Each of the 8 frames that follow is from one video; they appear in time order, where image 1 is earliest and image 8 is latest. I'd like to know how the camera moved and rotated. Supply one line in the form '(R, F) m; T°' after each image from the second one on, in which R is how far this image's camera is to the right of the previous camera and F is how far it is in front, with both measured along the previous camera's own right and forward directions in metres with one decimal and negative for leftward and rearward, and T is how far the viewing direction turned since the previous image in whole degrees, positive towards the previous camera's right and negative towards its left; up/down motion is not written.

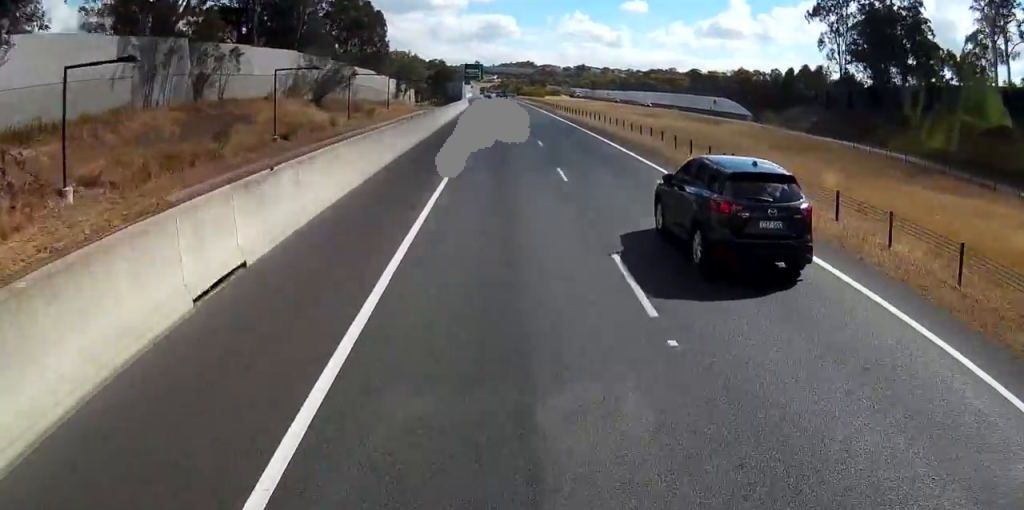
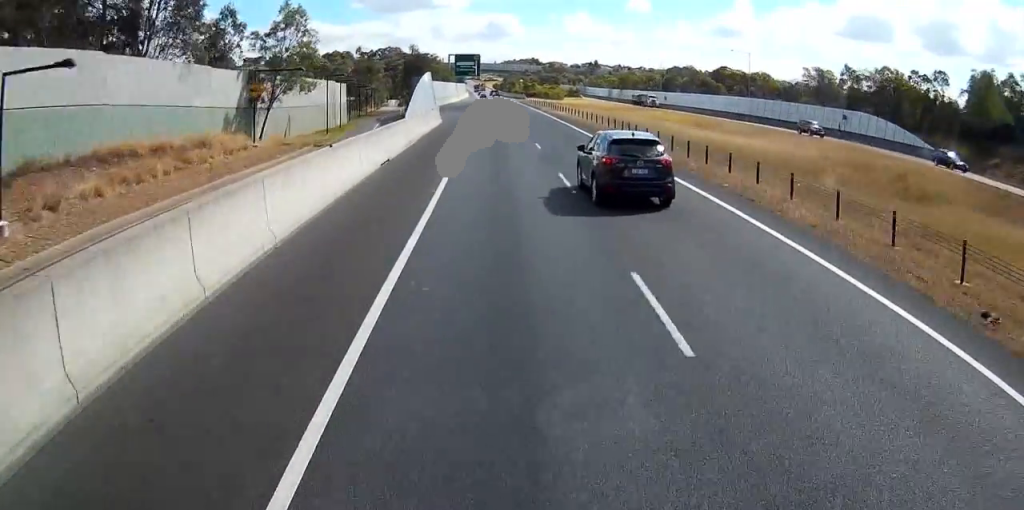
(0.0, +62.3) m; 0°
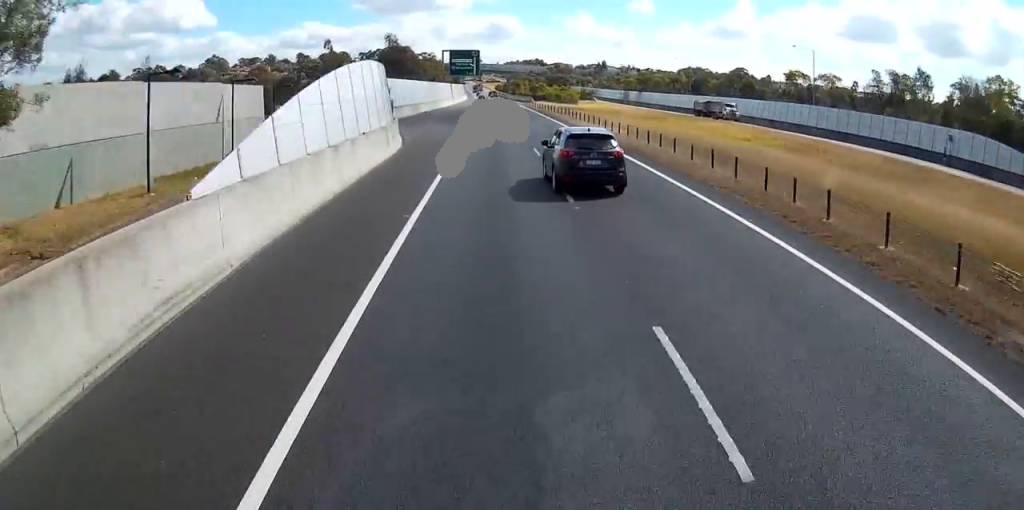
(0.0, +26.9) m; -1°
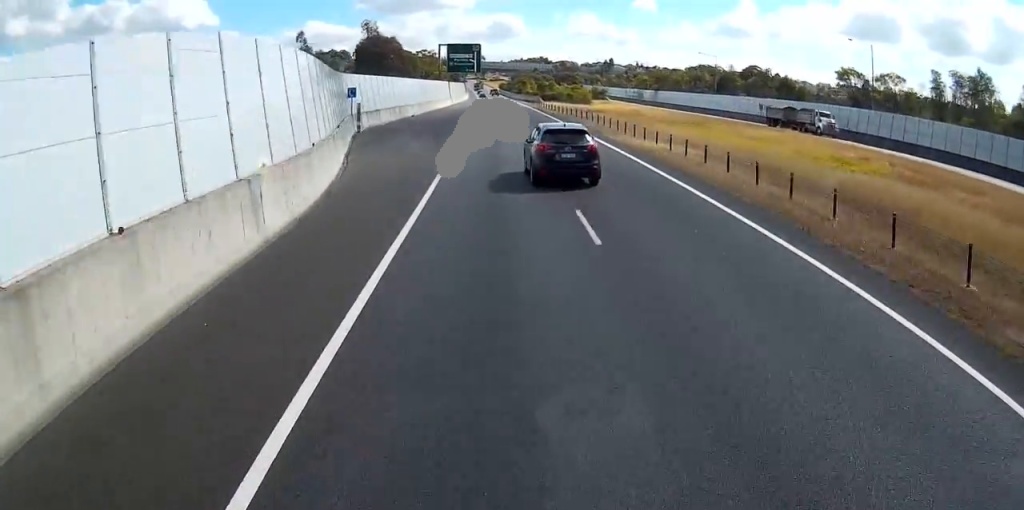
(-0.1, +17.2) m; 0°
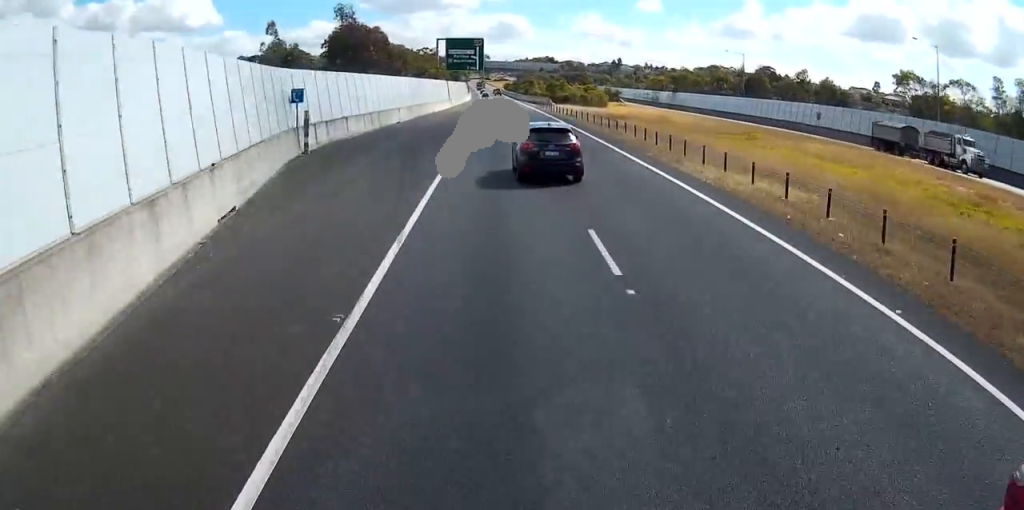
(-0.1, +14.5) m; 0°
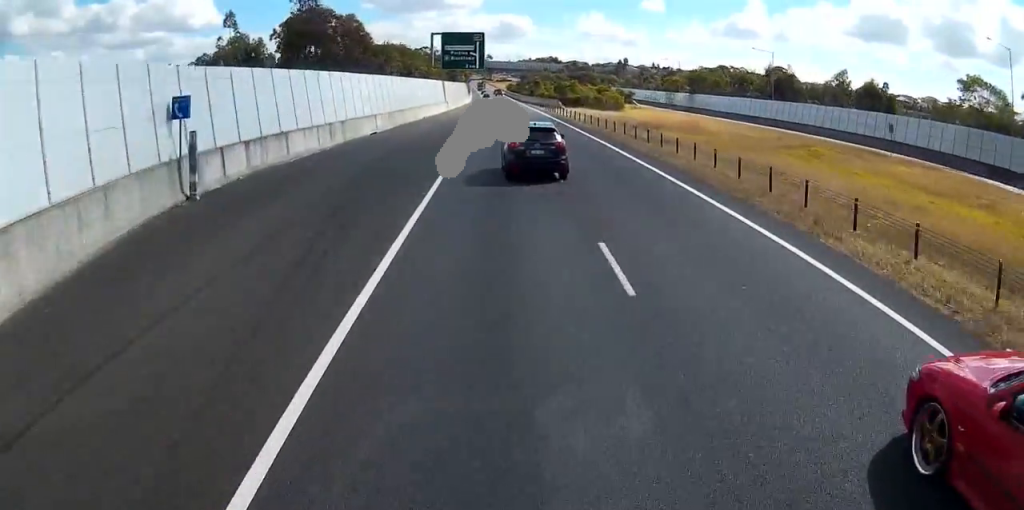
(+0.4, +13.8) m; -1°
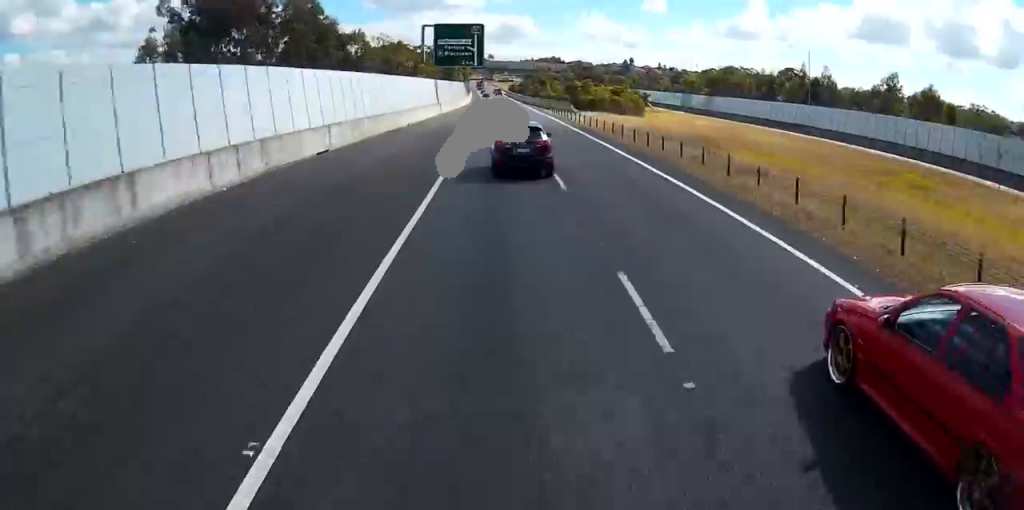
(+0.2, +14.7) m; -1°
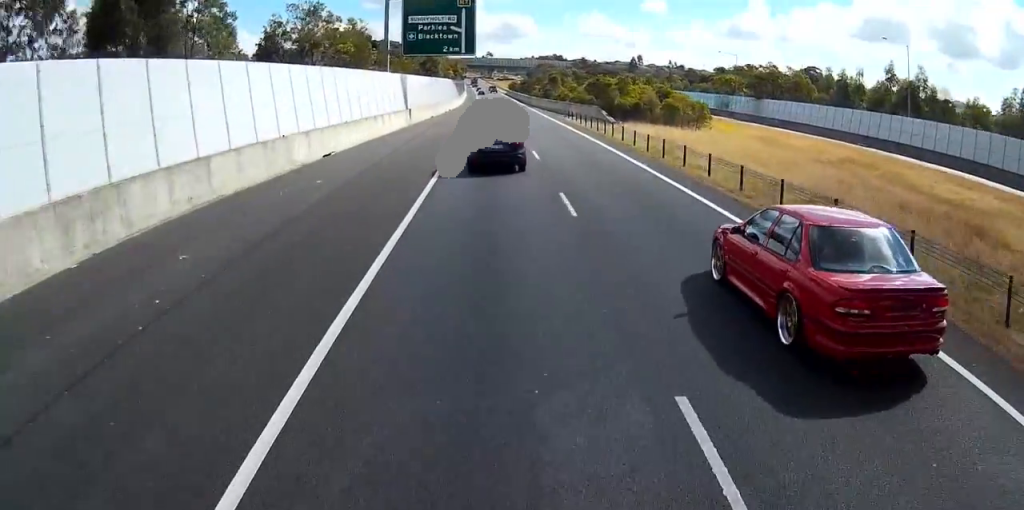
(-1.4, +29.3) m; -3°
